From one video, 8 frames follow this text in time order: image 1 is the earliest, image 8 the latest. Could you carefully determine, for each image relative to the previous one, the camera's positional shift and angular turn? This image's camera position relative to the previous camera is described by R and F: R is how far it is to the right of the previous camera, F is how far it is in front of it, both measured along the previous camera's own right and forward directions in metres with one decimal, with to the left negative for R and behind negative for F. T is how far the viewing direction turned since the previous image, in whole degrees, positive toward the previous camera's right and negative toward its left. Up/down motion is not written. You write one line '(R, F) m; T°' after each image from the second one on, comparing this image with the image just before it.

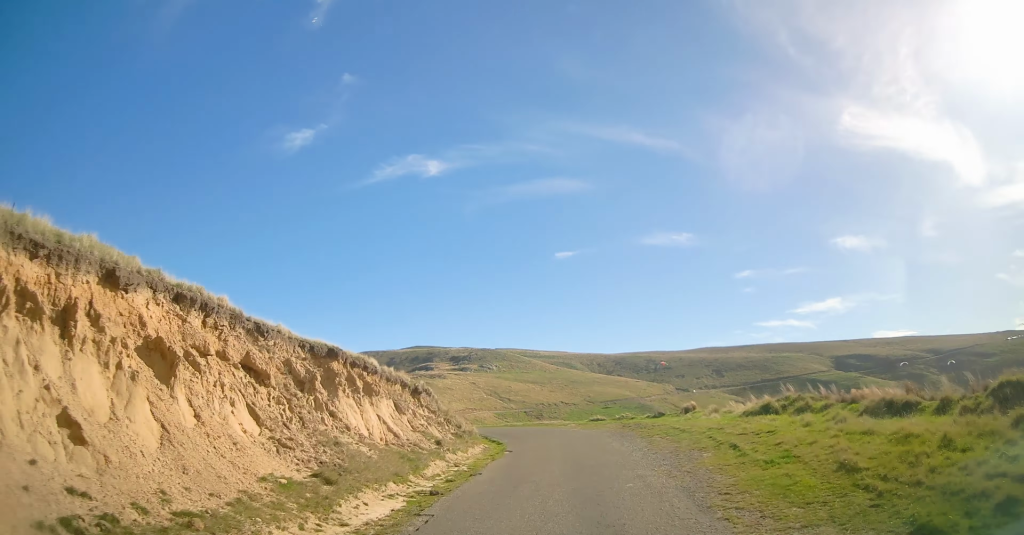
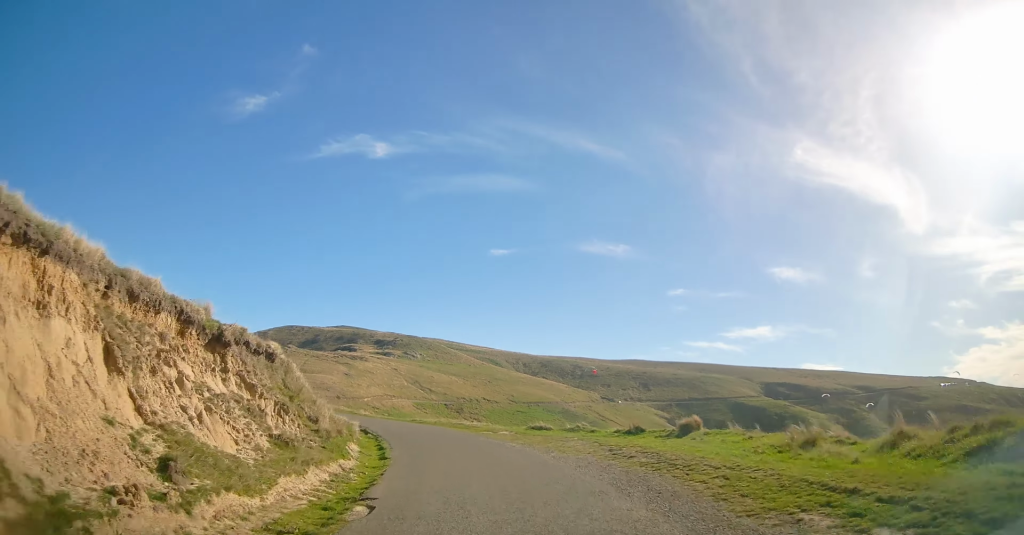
(+1.9, +13.3) m; +9°
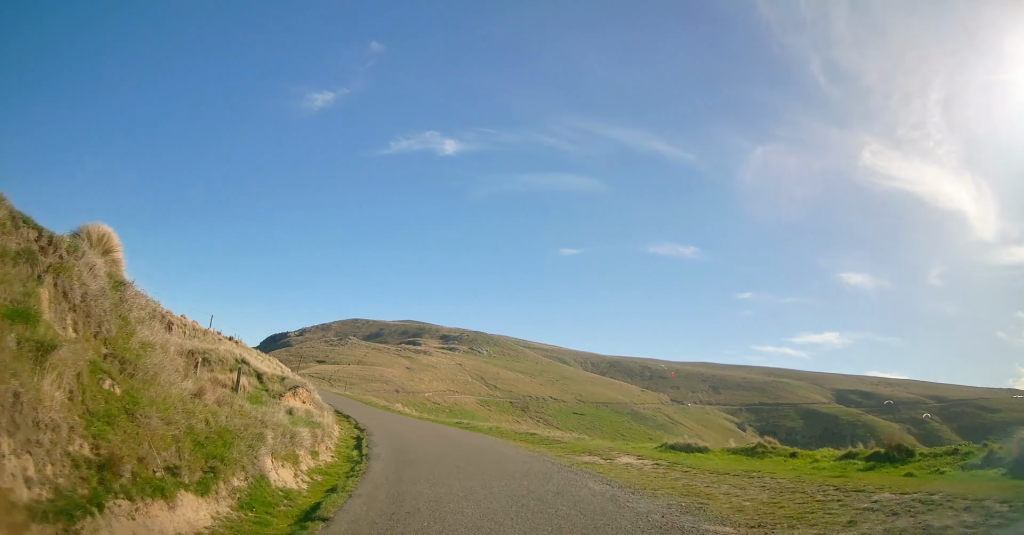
(-0.4, +14.9) m; -5°
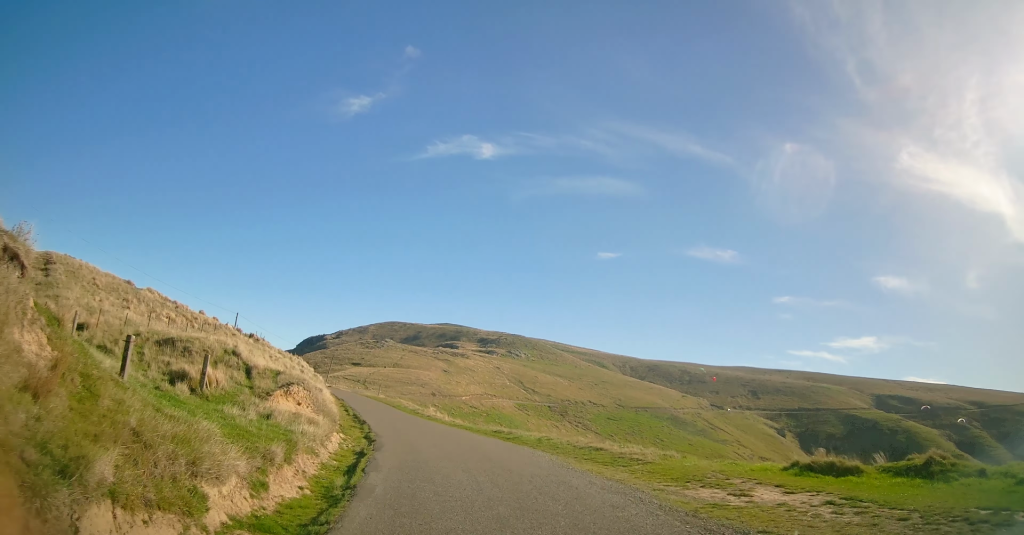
(-0.1, +5.5) m; -2°
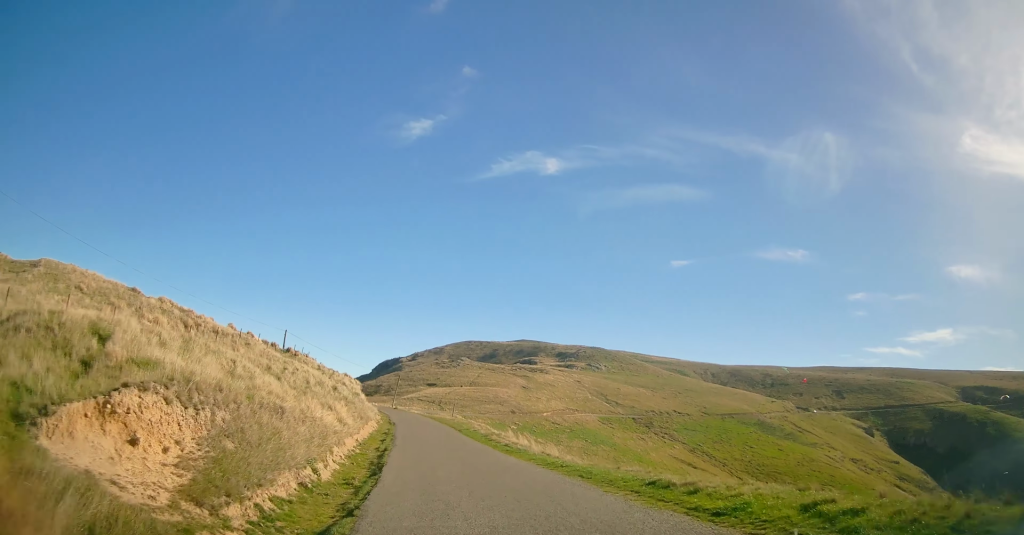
(-0.4, +12.7) m; -5°
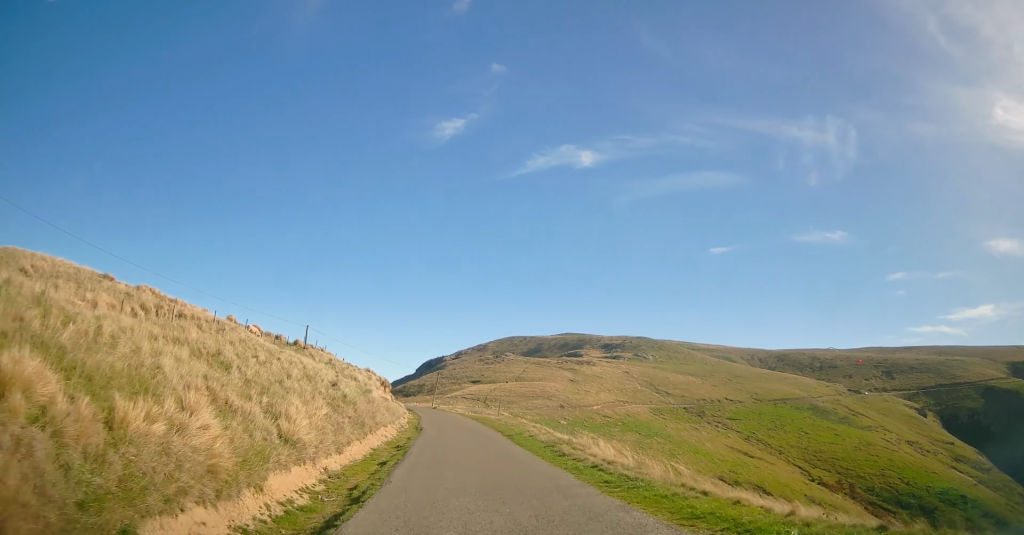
(-0.5, +10.4) m; -6°
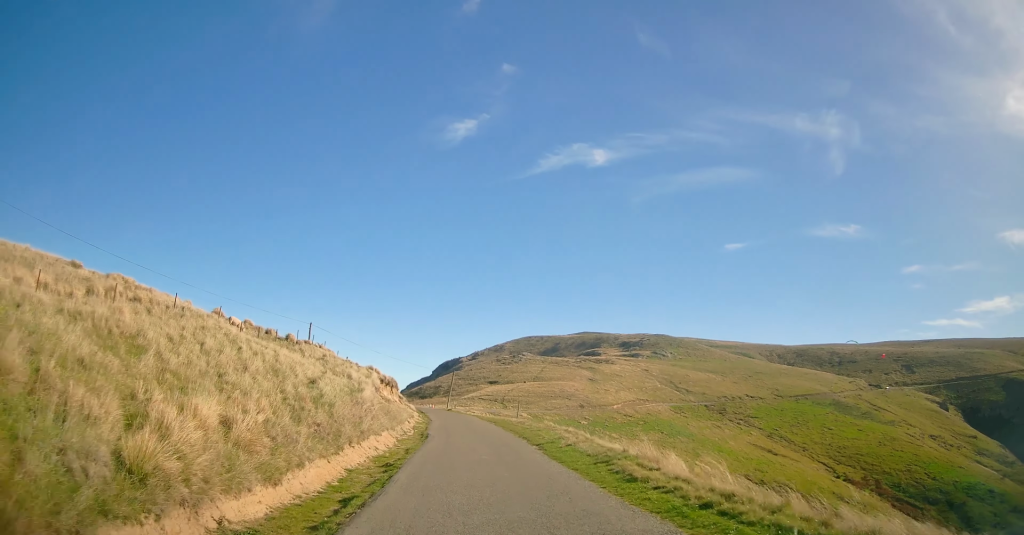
(-0.2, +5.8) m; -3°
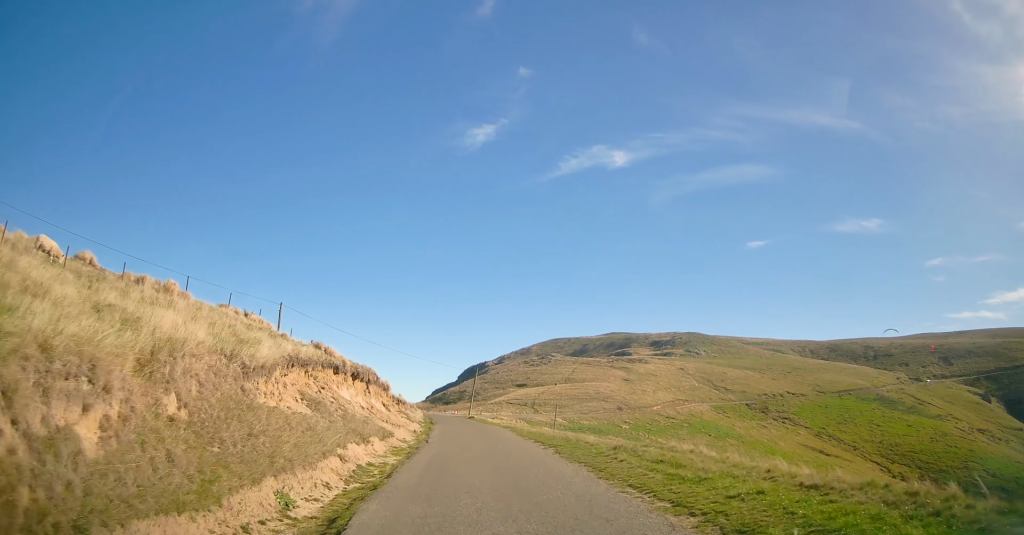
(-1.1, +19.2) m; -4°
